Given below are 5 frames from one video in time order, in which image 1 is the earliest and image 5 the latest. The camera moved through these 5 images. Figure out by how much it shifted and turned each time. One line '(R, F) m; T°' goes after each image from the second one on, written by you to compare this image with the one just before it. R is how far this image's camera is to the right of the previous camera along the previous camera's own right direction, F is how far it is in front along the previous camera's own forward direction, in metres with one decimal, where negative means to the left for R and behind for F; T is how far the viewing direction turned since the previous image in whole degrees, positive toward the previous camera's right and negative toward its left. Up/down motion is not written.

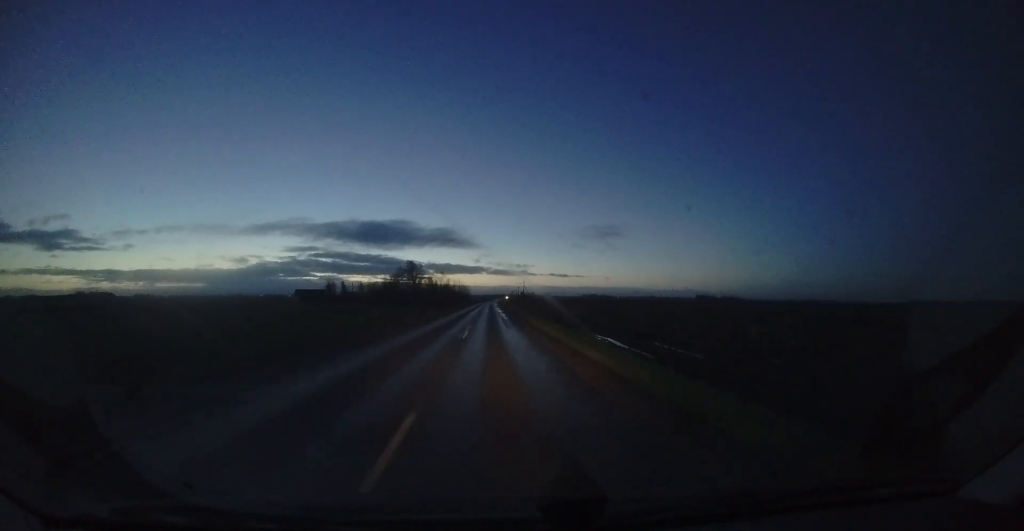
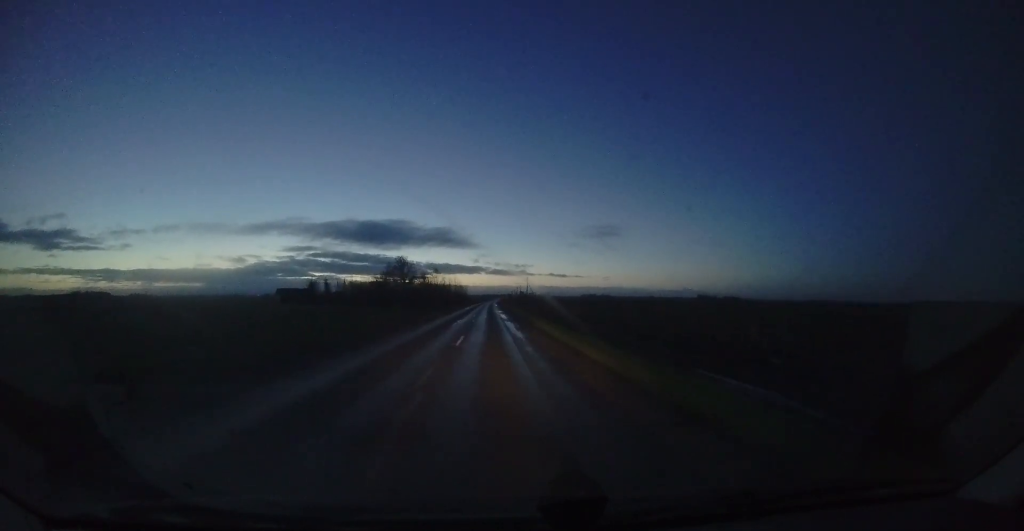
(+0.1, +14.2) m; 0°
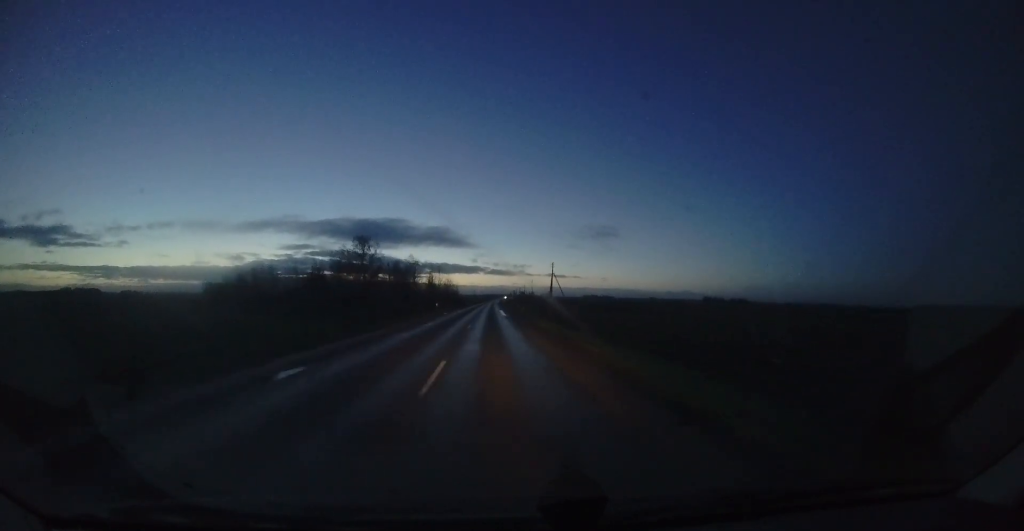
(-0.1, +41.8) m; +1°
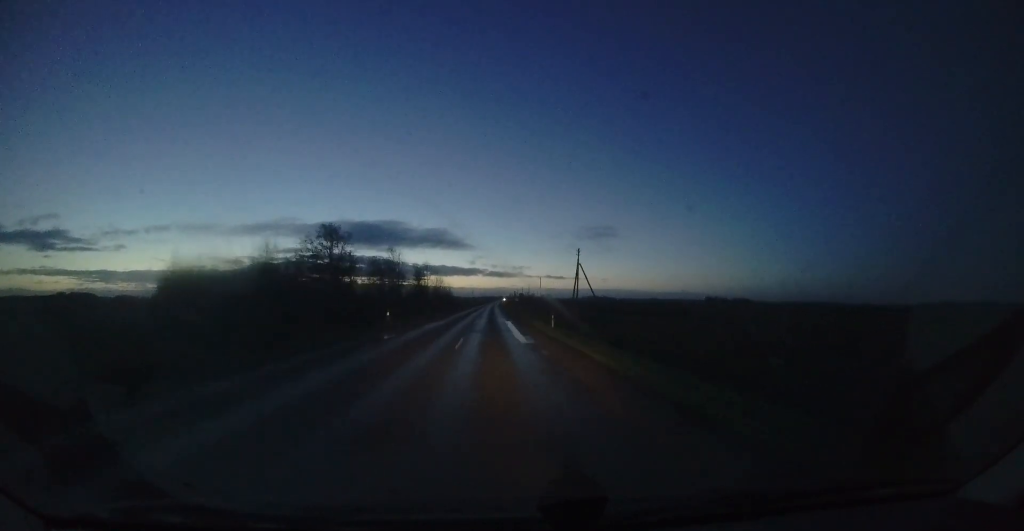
(+0.1, +18.7) m; +1°
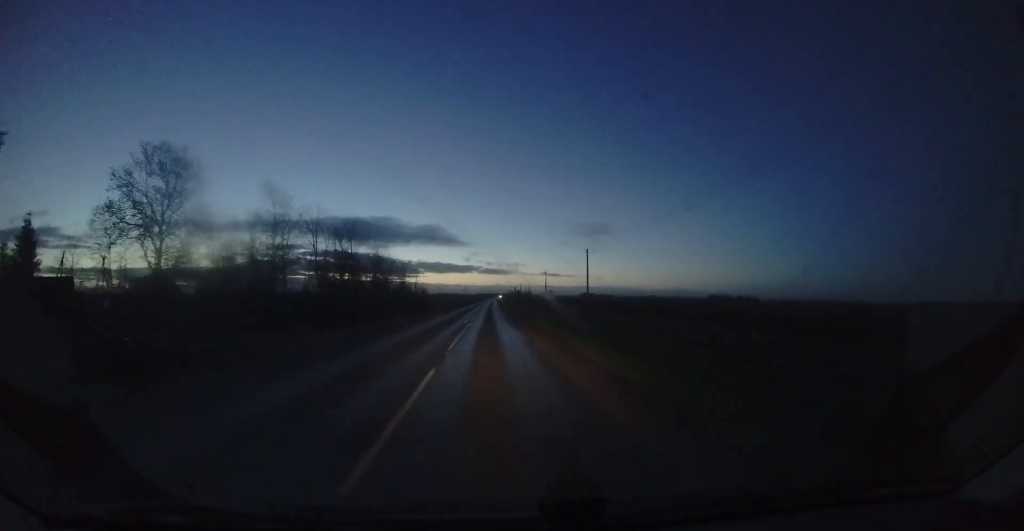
(+0.4, +42.7) m; +1°
